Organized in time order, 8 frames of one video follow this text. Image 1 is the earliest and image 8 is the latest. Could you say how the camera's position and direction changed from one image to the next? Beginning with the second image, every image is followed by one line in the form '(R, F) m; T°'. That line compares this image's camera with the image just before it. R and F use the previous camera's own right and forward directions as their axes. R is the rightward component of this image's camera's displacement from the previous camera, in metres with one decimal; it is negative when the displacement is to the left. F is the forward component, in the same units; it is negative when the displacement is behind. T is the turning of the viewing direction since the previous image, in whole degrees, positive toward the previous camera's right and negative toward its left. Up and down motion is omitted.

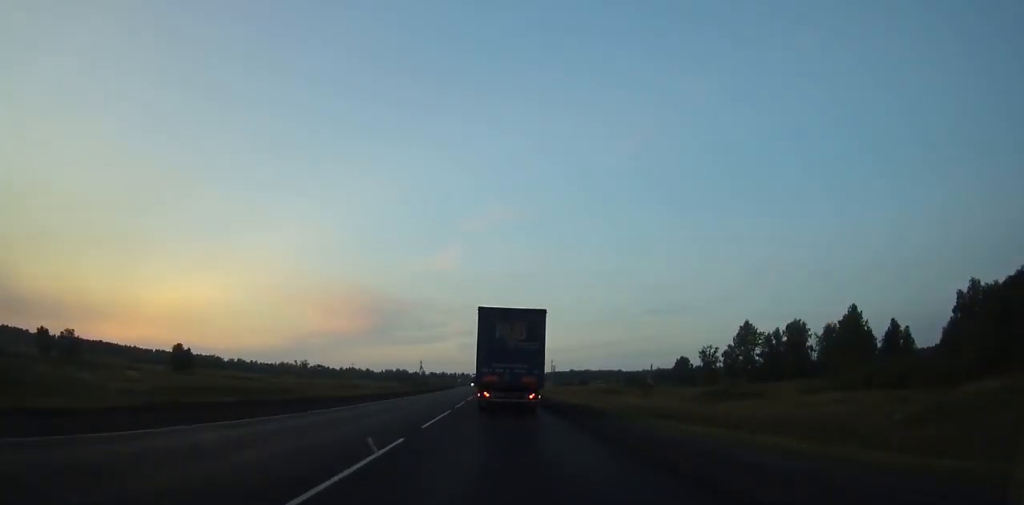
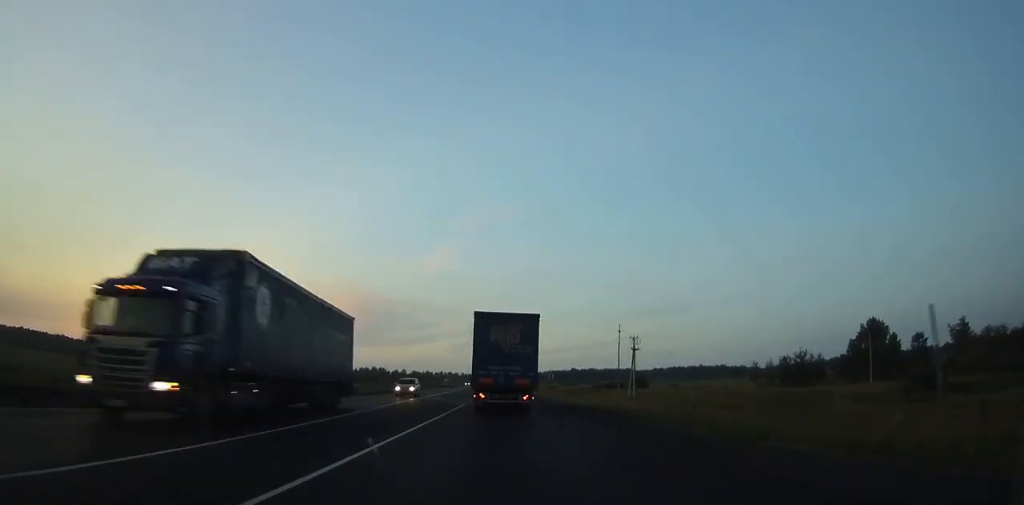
(+0.6, +142.3) m; 0°
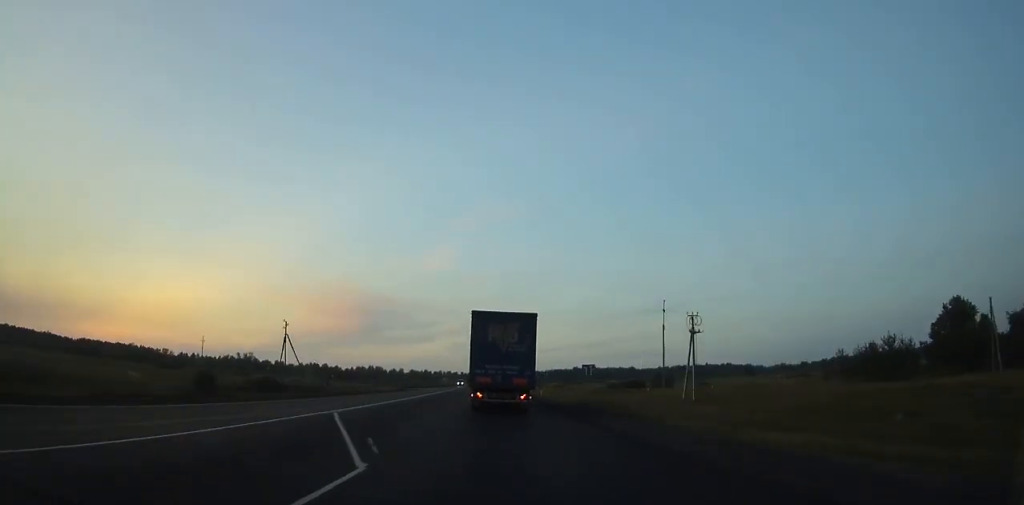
(0.0, +25.8) m; 0°
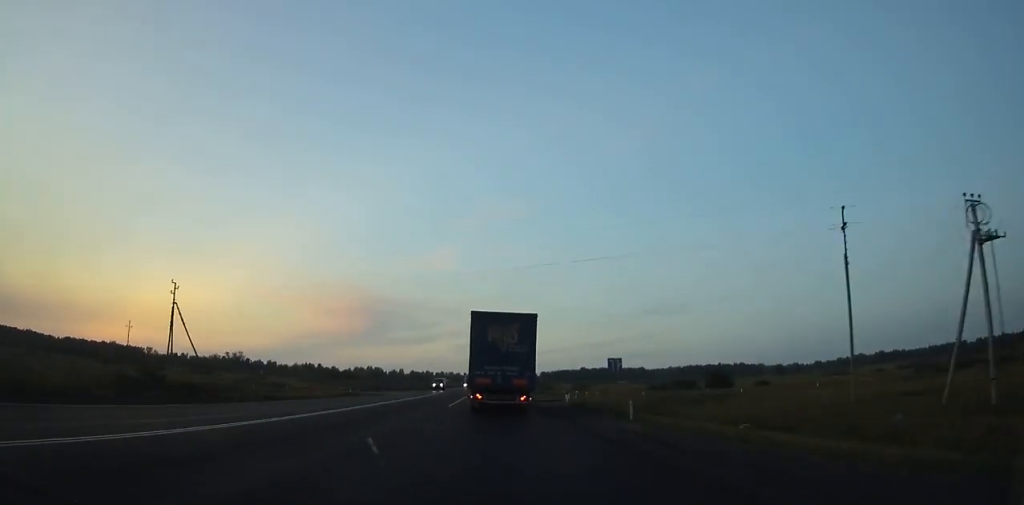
(+0.1, +39.7) m; 0°
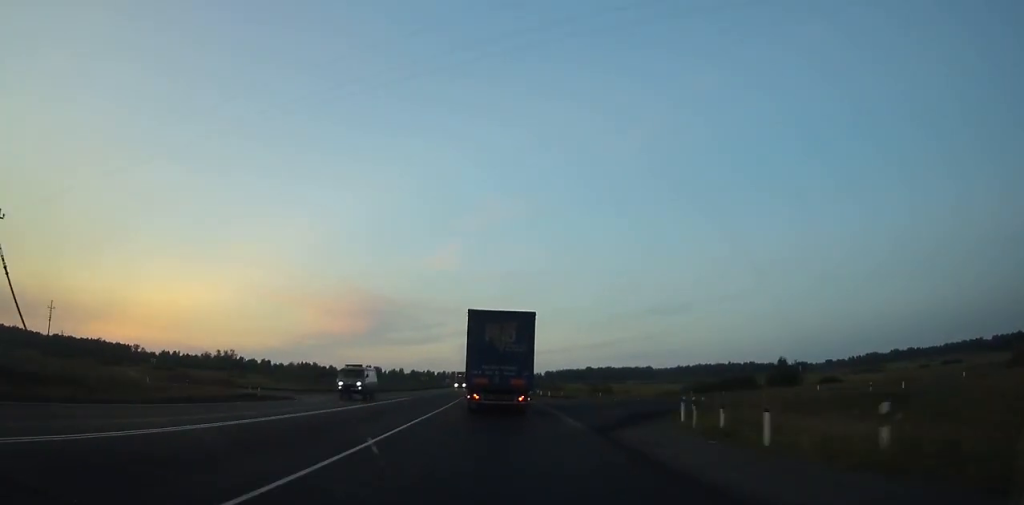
(-0.1, +28.0) m; 0°
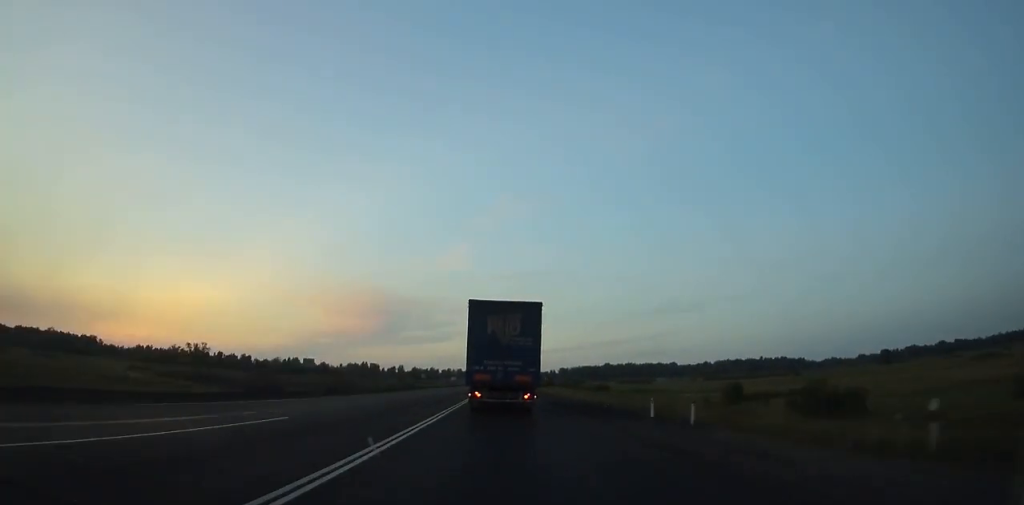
(-0.6, +80.4) m; -1°
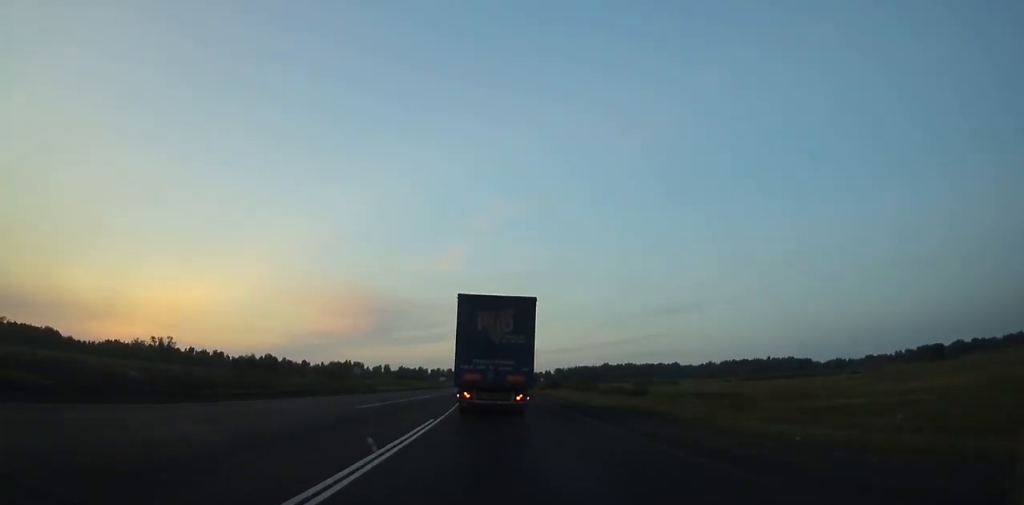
(0.0, +46.4) m; 0°
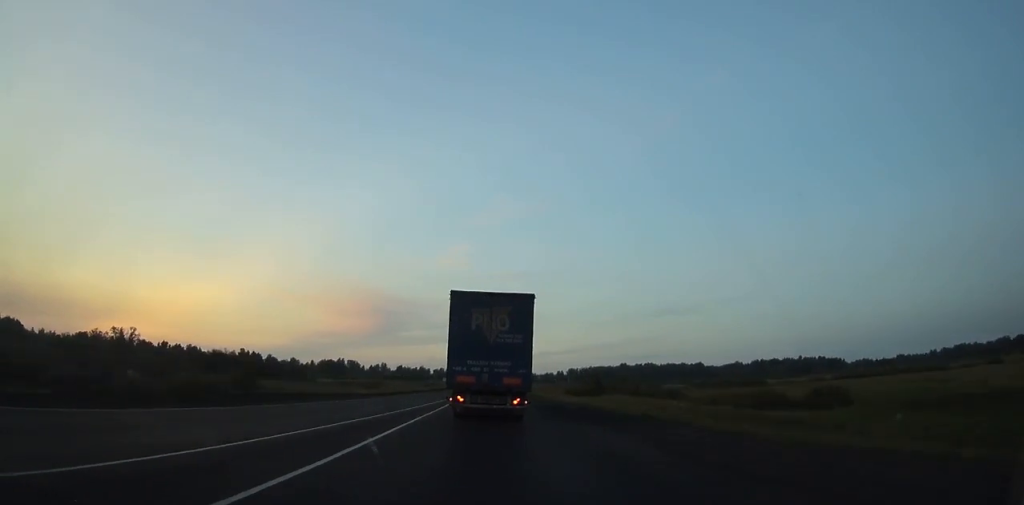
(0.0, +66.6) m; 0°
